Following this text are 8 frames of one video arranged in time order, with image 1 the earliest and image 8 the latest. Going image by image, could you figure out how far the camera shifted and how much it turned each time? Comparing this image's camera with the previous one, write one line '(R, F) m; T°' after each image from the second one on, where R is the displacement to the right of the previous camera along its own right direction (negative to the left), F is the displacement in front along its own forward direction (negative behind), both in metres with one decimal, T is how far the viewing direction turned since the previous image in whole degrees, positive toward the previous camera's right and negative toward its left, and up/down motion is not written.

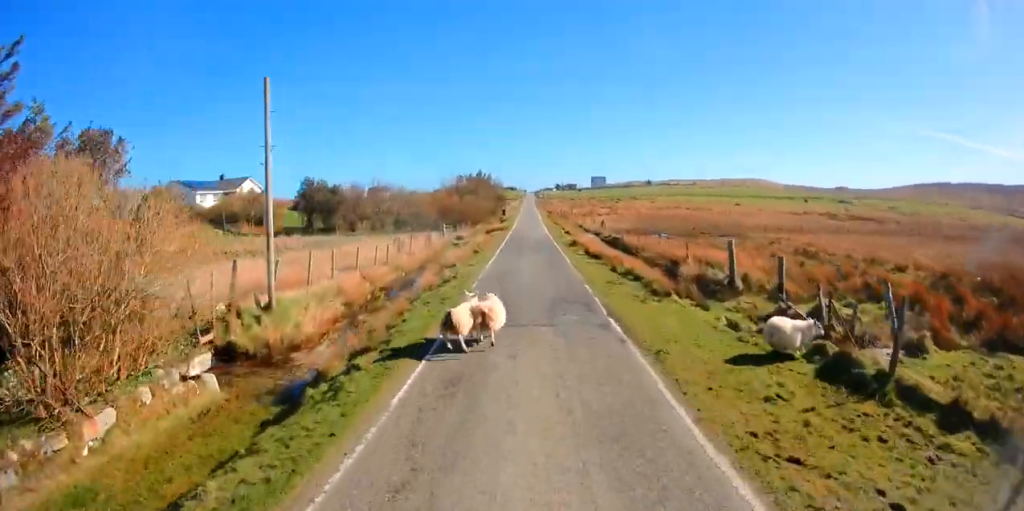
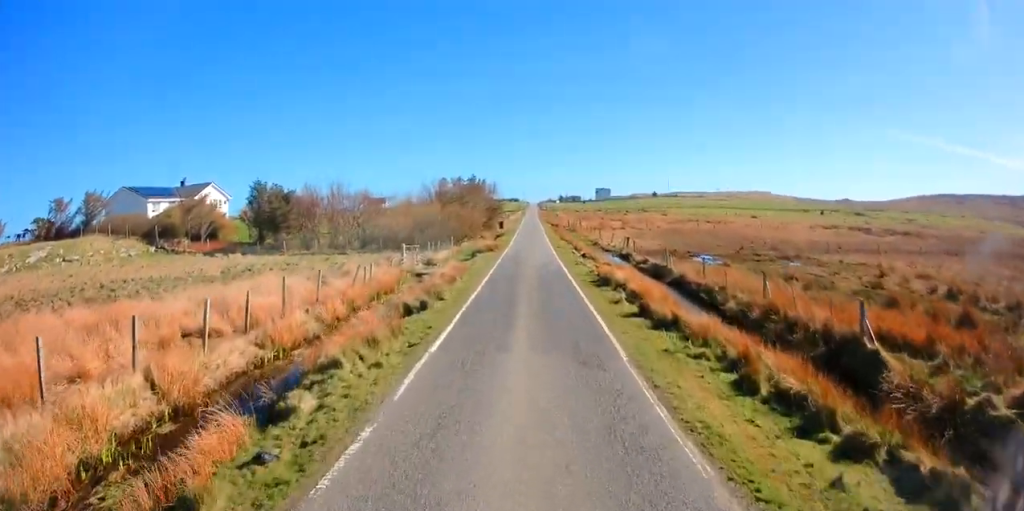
(-0.6, +16.3) m; -3°
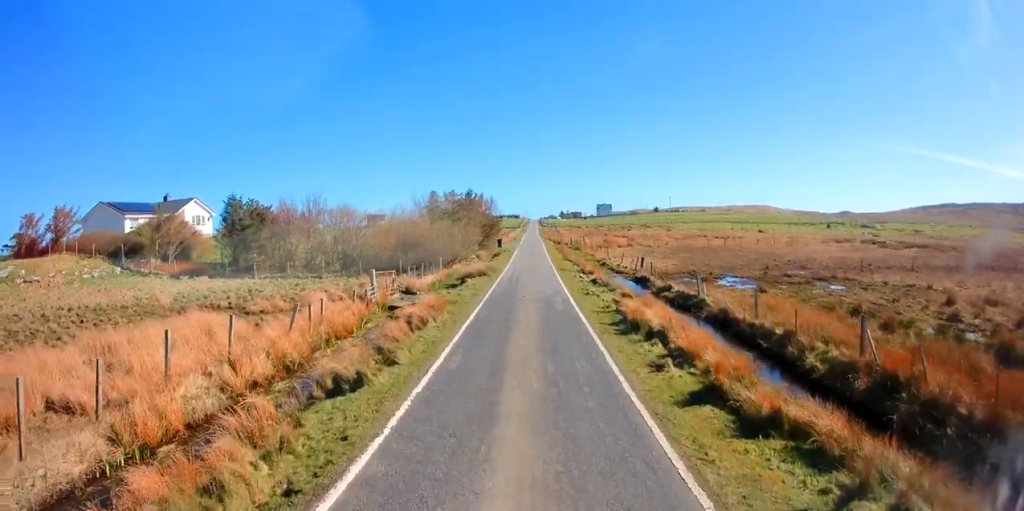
(-0.1, +8.8) m; -2°
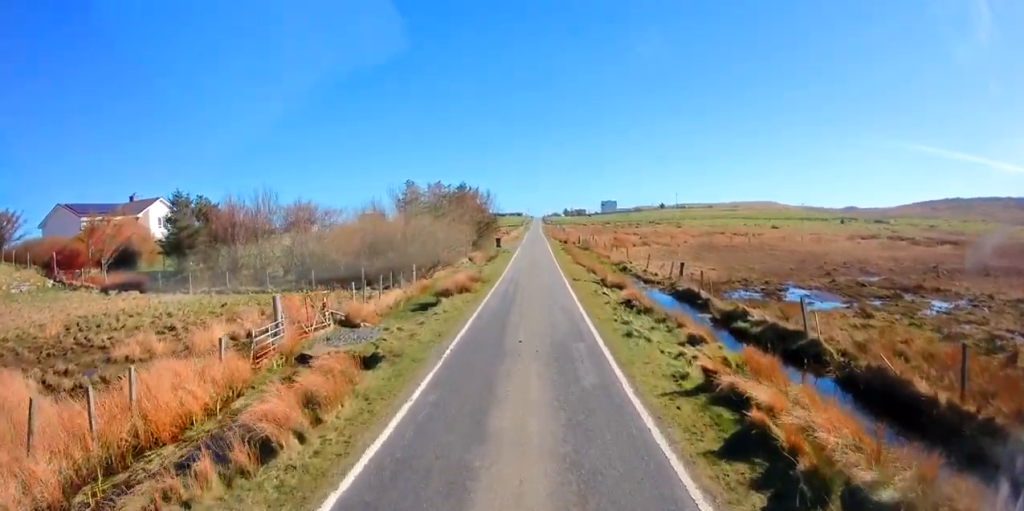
(-0.2, +9.1) m; 0°
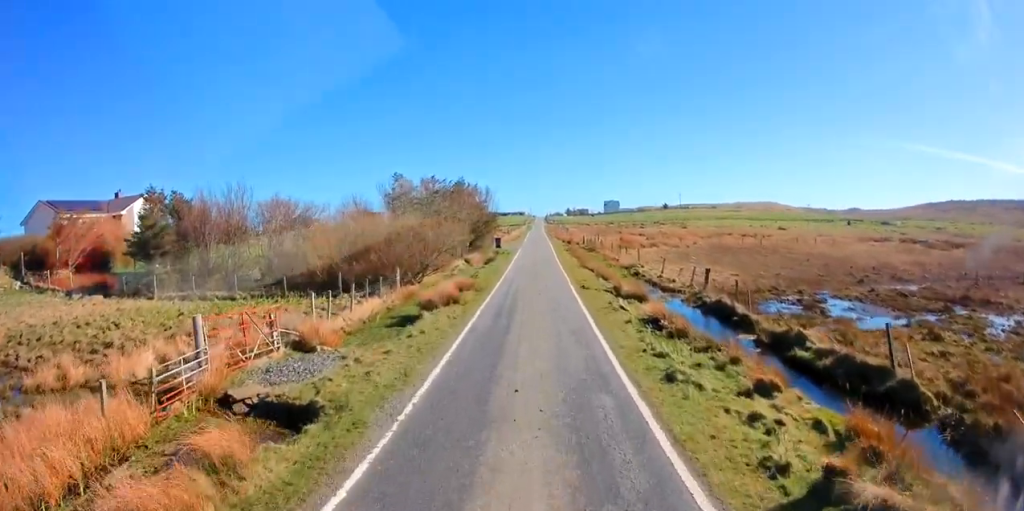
(0.0, +3.4) m; +2°
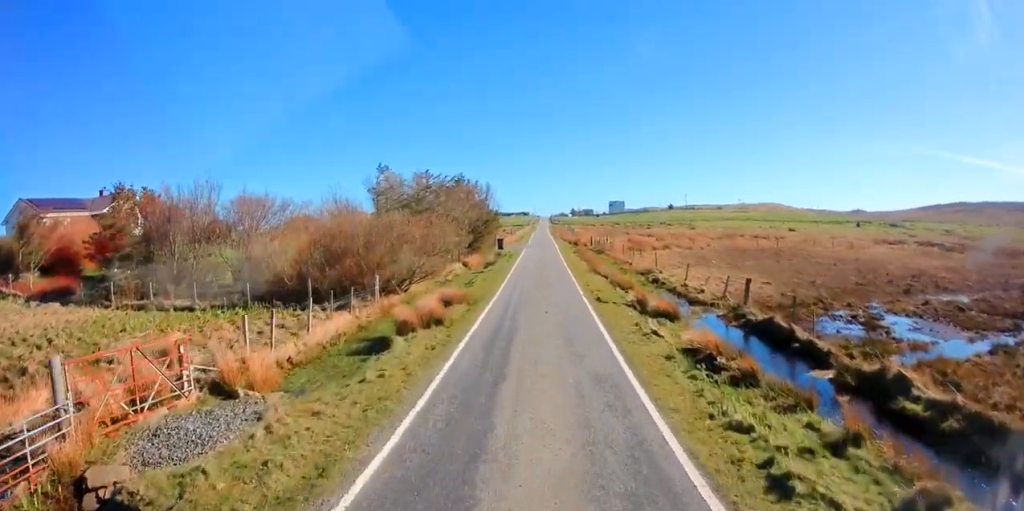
(0.0, +4.1) m; +3°
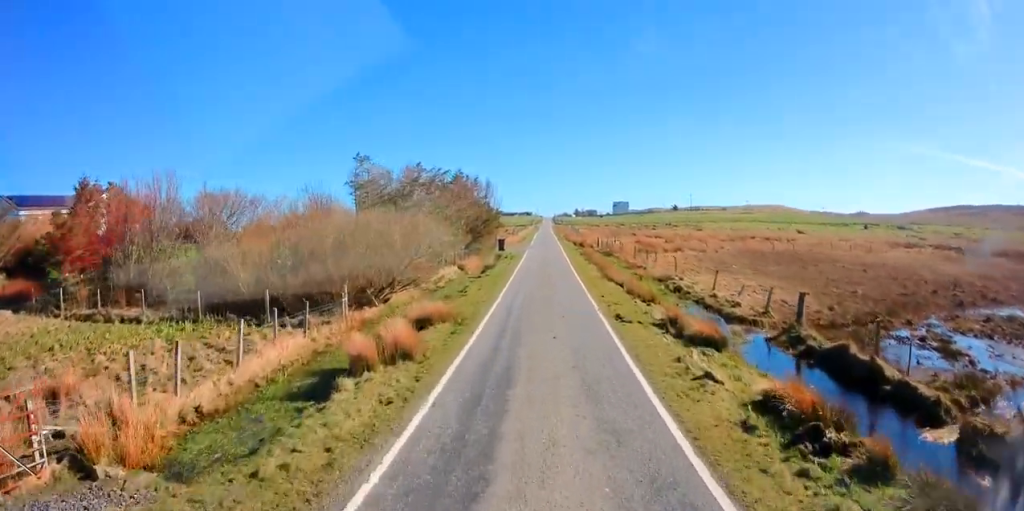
(+0.1, +3.8) m; +3°
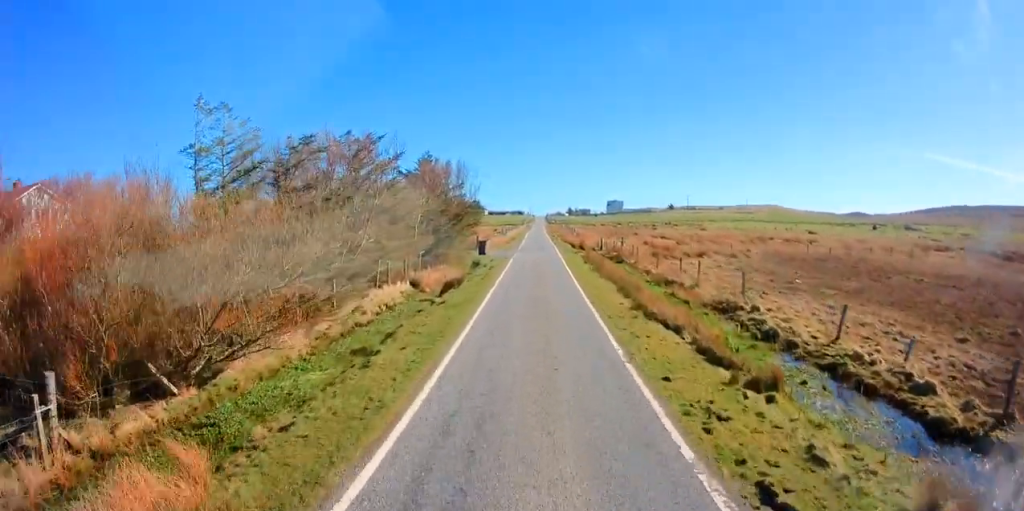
(+0.8, +11.7) m; +4°
